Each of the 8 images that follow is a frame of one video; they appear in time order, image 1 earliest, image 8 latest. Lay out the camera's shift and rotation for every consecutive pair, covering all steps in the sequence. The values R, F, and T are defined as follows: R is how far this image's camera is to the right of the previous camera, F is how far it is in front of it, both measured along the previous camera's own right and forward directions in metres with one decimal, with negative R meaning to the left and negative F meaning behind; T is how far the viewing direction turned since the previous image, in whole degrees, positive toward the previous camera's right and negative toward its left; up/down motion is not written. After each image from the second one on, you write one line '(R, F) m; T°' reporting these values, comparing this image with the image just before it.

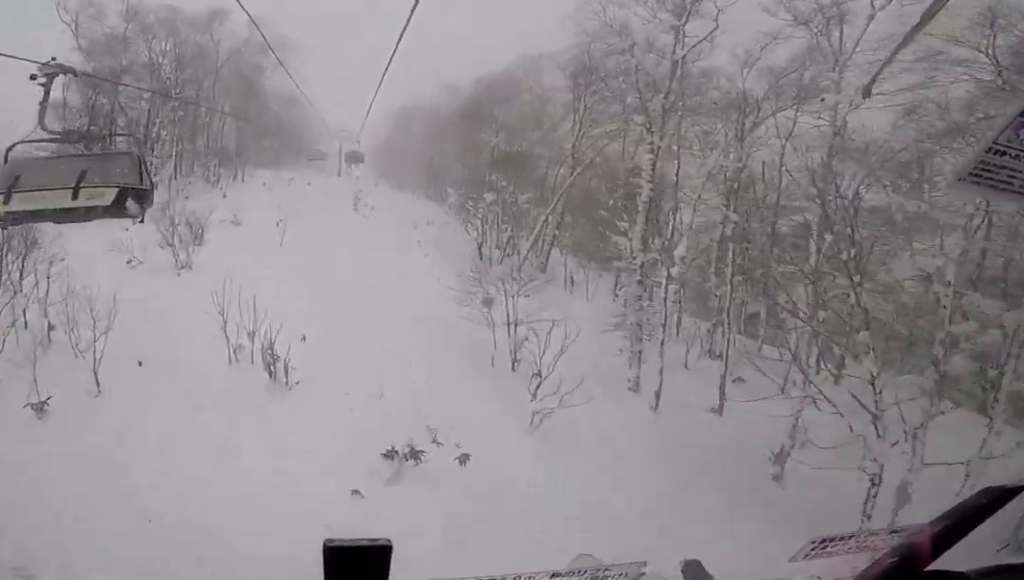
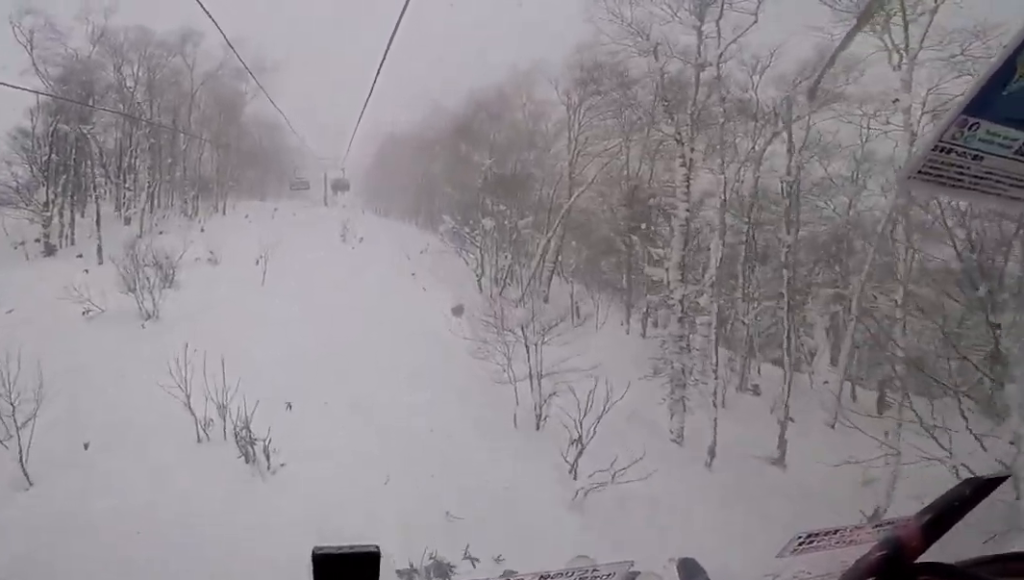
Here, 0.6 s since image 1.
(0.0, +2.5) m; 0°
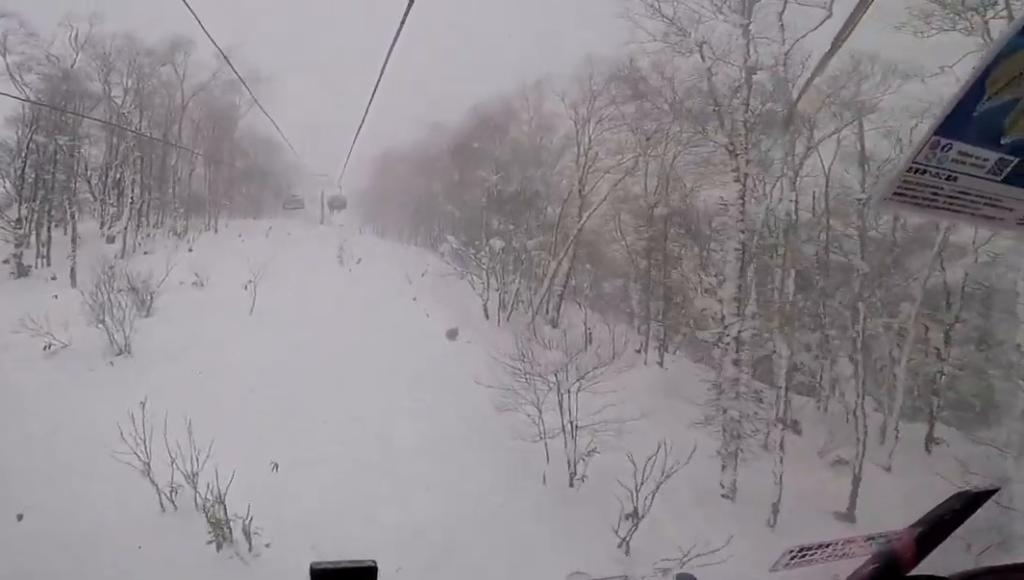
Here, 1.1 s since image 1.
(-0.3, +2.2) m; 0°
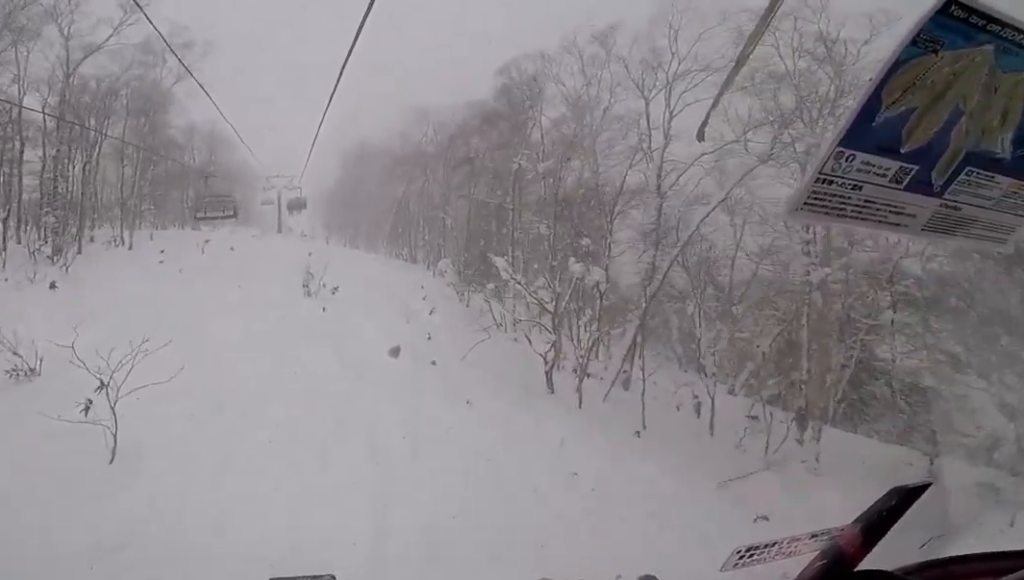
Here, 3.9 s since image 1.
(-0.5, +12.4) m; -4°
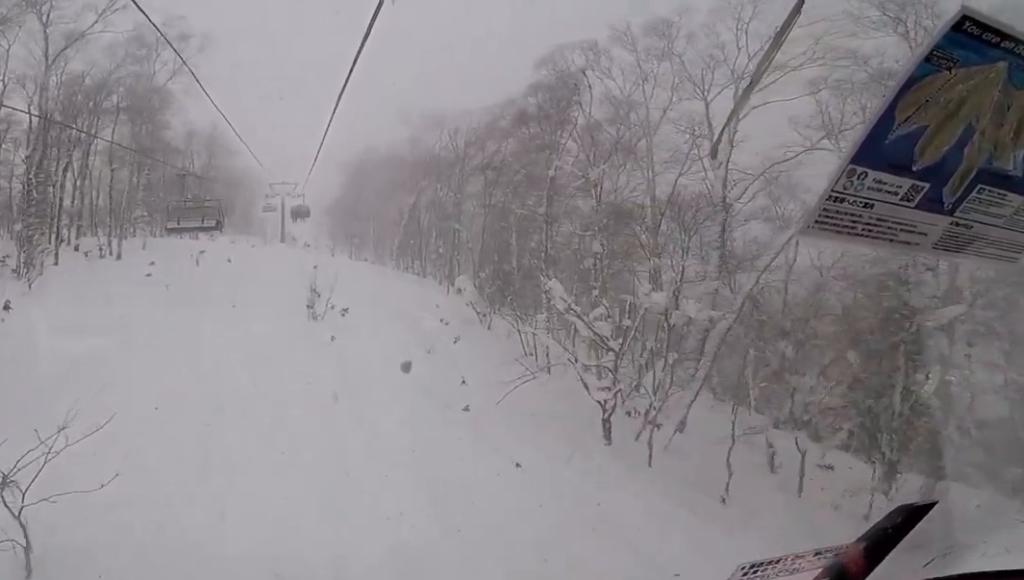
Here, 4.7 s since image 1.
(+0.2, +3.5) m; +3°
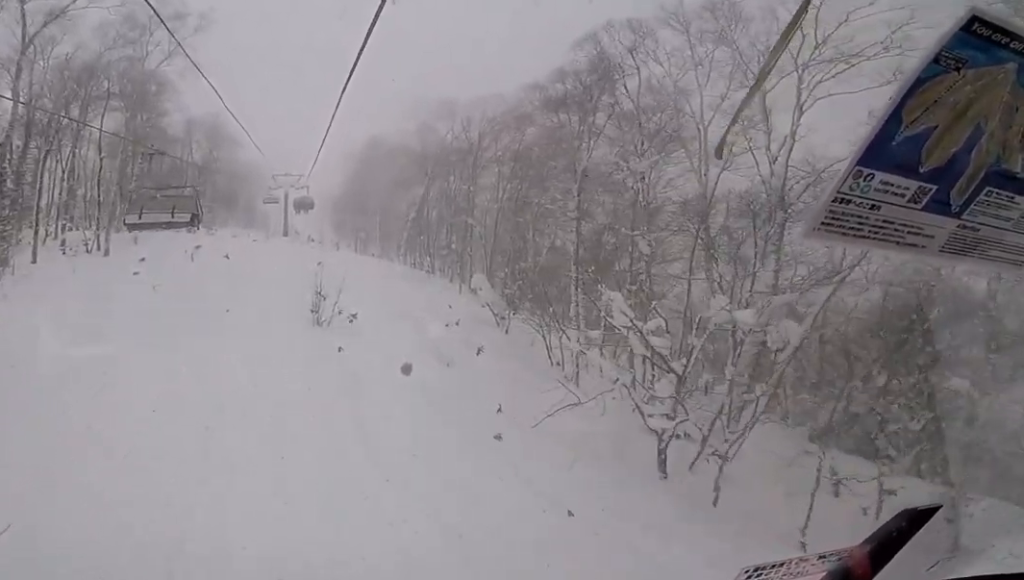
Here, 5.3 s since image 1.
(+0.4, +2.6) m; 0°
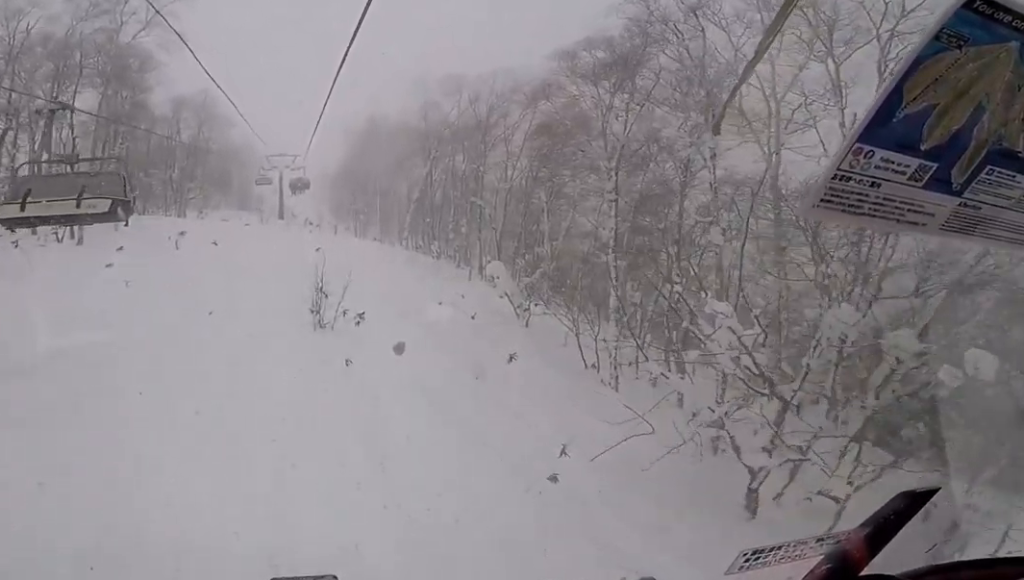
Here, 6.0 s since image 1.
(-0.4, +3.0) m; -7°
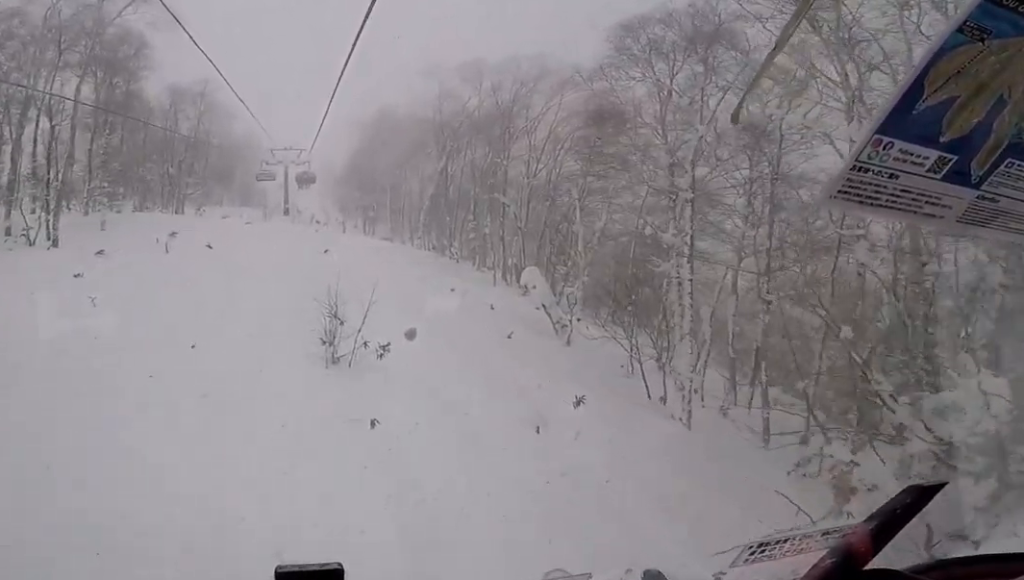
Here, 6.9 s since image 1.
(-0.2, +3.6) m; -3°
